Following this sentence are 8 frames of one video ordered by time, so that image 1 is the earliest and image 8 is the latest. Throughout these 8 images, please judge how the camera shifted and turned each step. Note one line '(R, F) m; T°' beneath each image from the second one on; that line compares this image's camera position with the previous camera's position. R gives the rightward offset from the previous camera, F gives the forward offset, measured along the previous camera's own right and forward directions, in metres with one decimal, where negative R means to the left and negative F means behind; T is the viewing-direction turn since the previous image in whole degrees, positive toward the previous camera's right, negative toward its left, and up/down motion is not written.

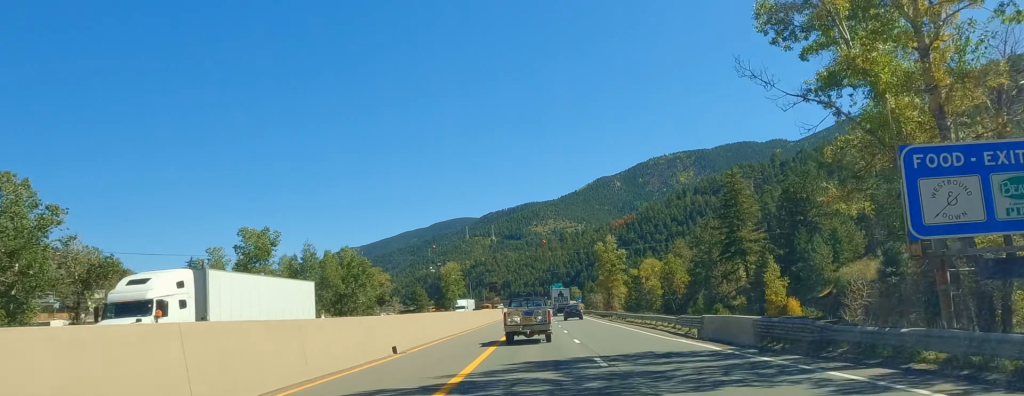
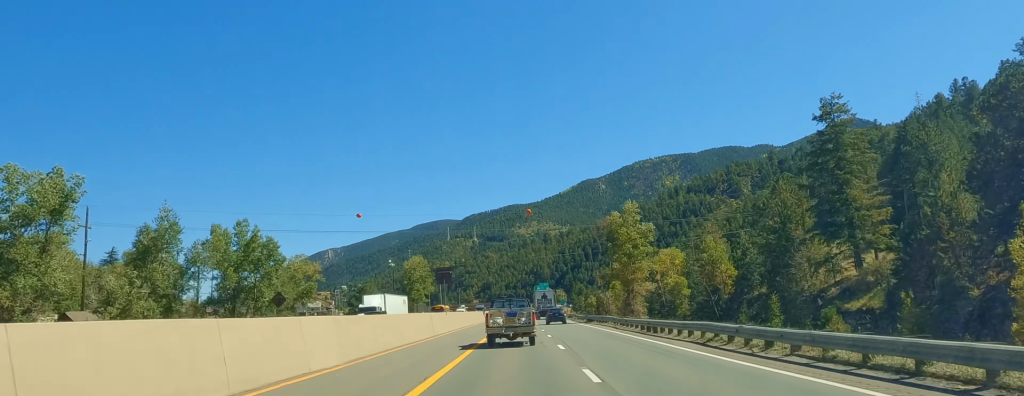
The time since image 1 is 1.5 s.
(0.0, +39.4) m; 0°
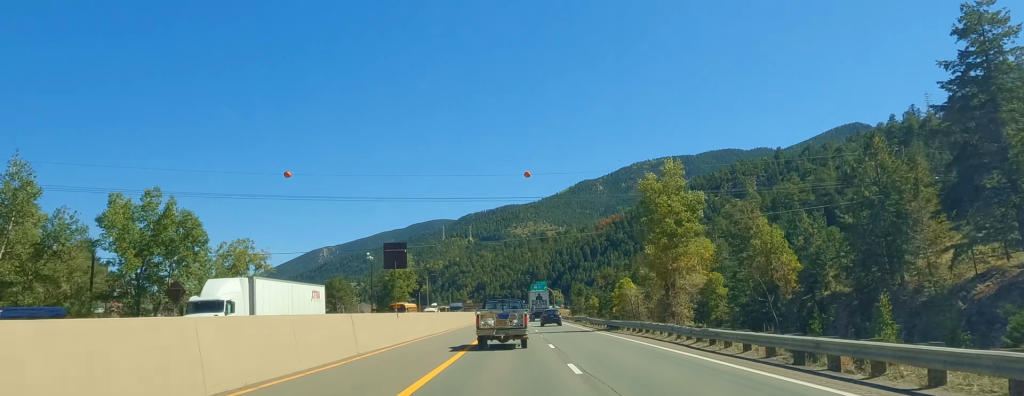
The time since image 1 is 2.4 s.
(0.0, +21.2) m; 0°
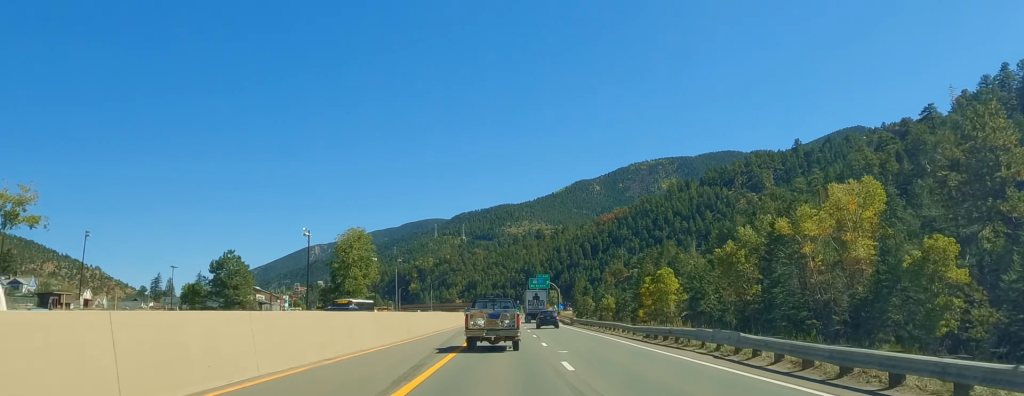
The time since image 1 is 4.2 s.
(0.0, +45.6) m; 0°
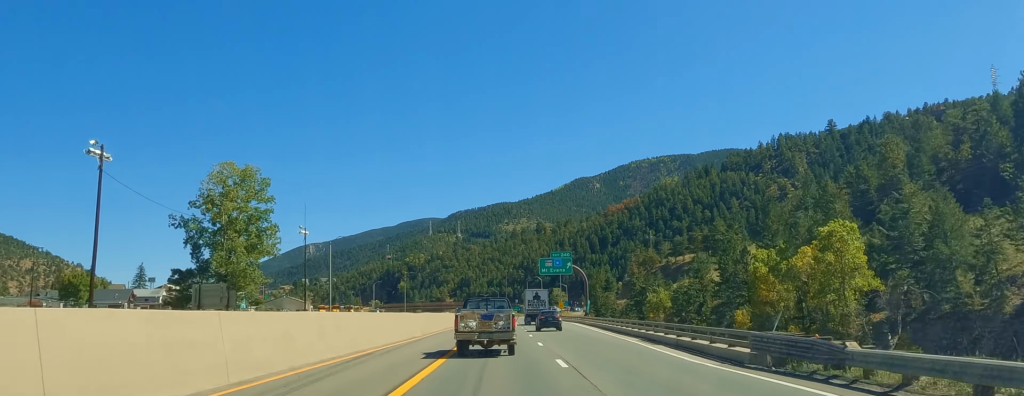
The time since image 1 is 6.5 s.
(+0.3, +58.0) m; +1°
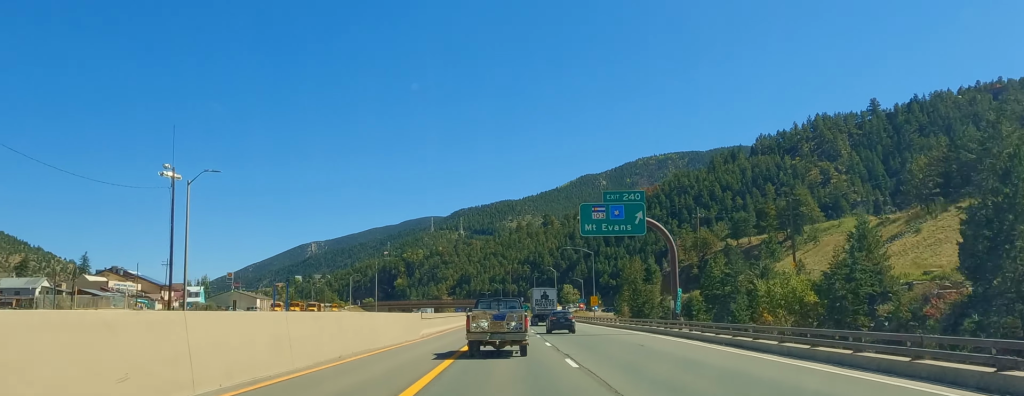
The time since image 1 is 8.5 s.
(+0.2, +47.5) m; +1°
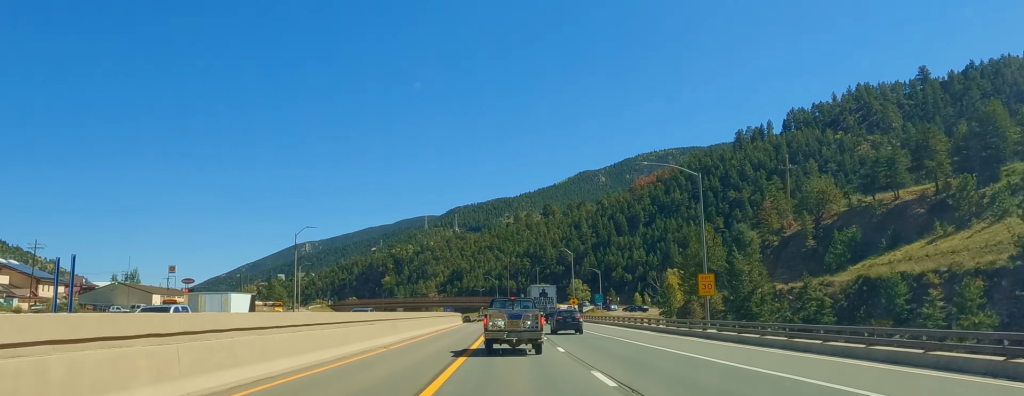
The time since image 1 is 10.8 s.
(+0.7, +53.5) m; 0°
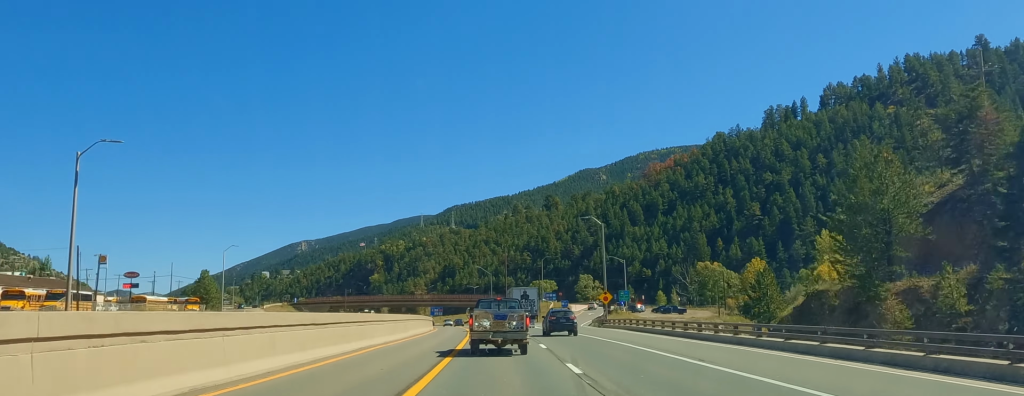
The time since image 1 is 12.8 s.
(-1.0, +45.7) m; -3°
